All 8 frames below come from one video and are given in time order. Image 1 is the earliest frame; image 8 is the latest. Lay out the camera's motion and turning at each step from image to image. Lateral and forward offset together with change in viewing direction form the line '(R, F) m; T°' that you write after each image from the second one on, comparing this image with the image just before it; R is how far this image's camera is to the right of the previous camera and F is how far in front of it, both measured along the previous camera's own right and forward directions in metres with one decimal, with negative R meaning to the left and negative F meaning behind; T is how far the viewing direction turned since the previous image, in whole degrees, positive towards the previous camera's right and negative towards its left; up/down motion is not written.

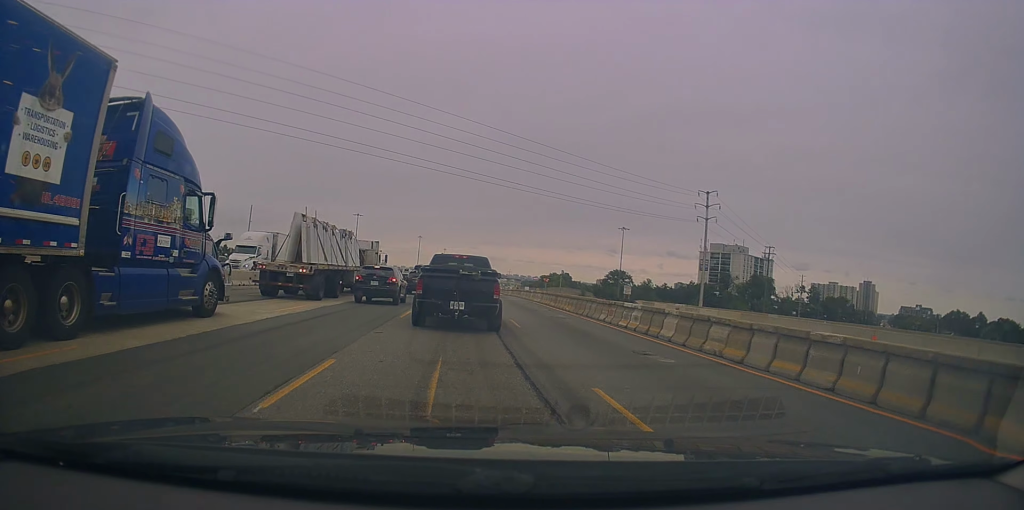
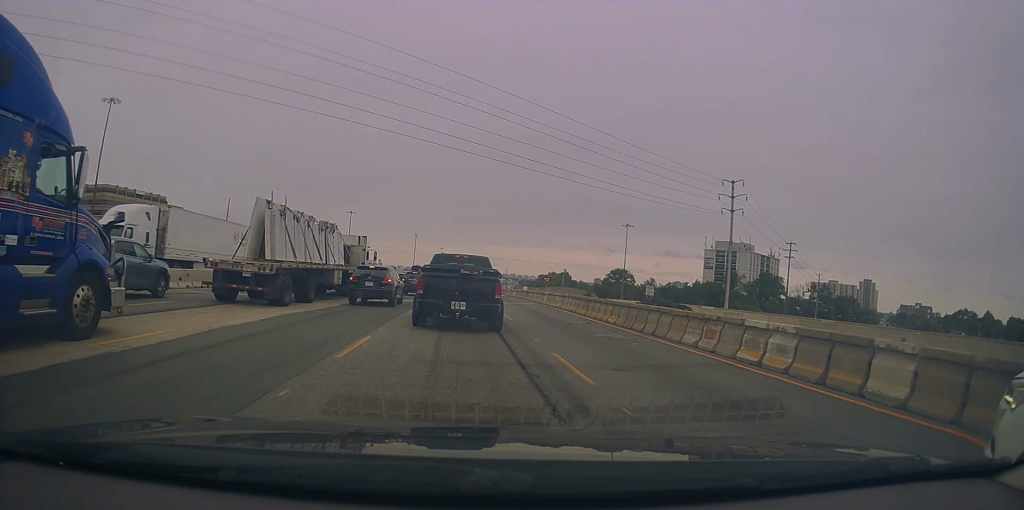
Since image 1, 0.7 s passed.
(-0.5, +8.8) m; +2°
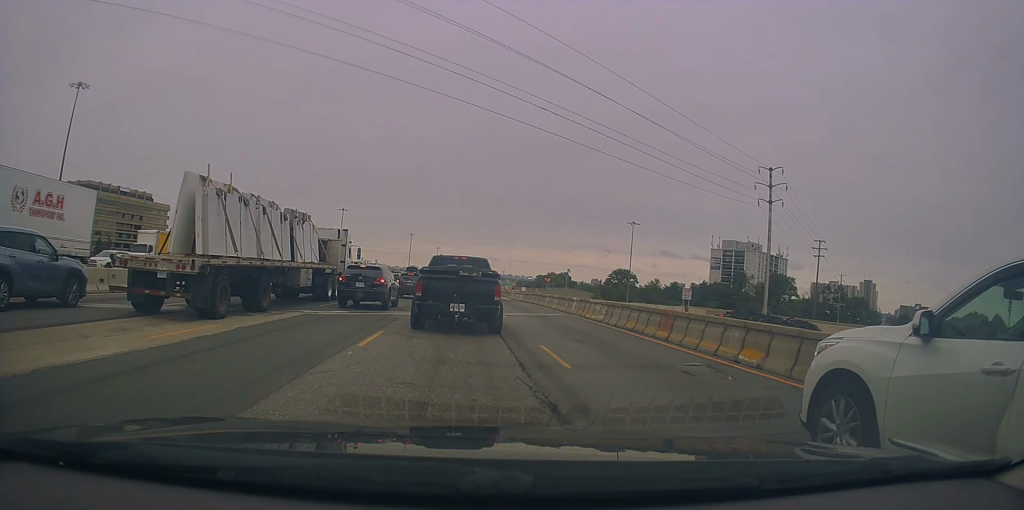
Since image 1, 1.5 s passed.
(+0.9, +10.1) m; +4°
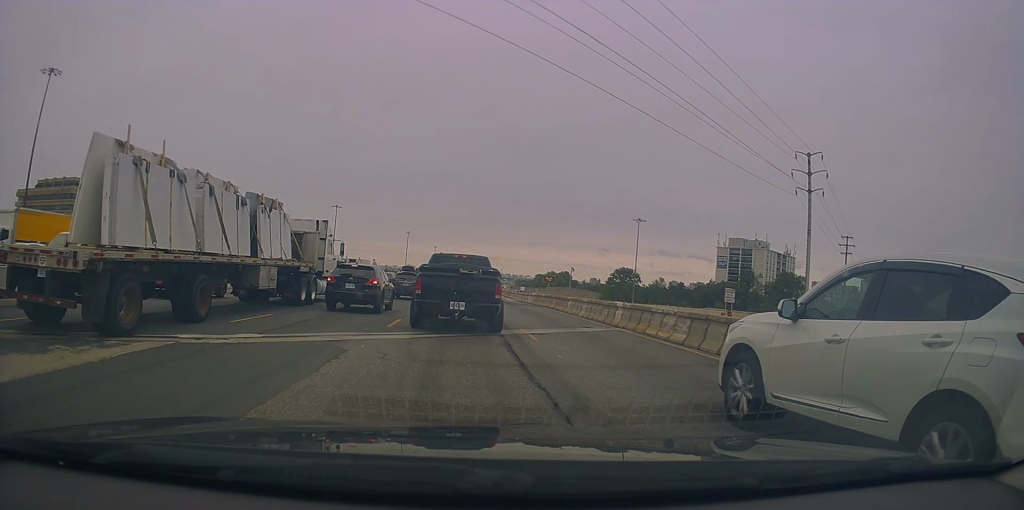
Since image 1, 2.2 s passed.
(+0.1, +8.2) m; -1°
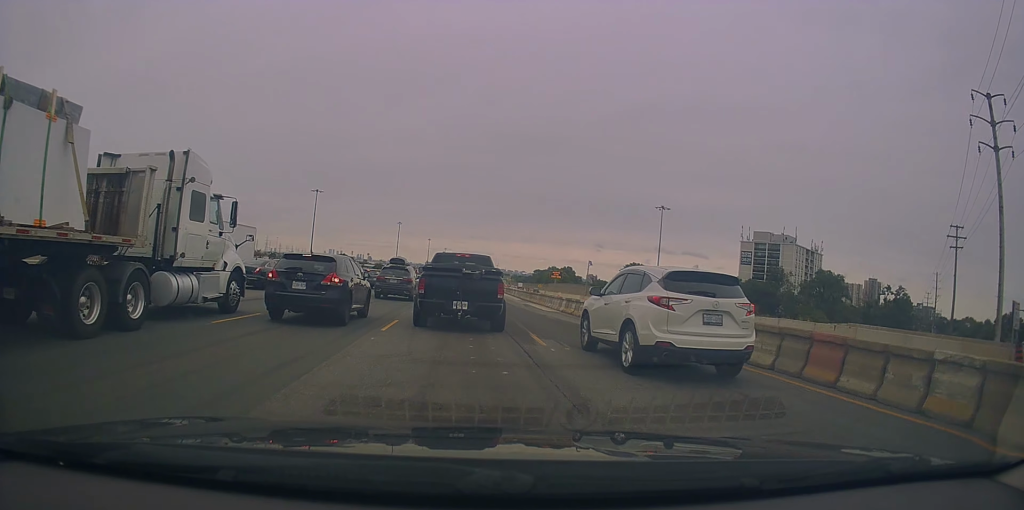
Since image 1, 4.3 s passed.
(-1.1, +25.1) m; -3°
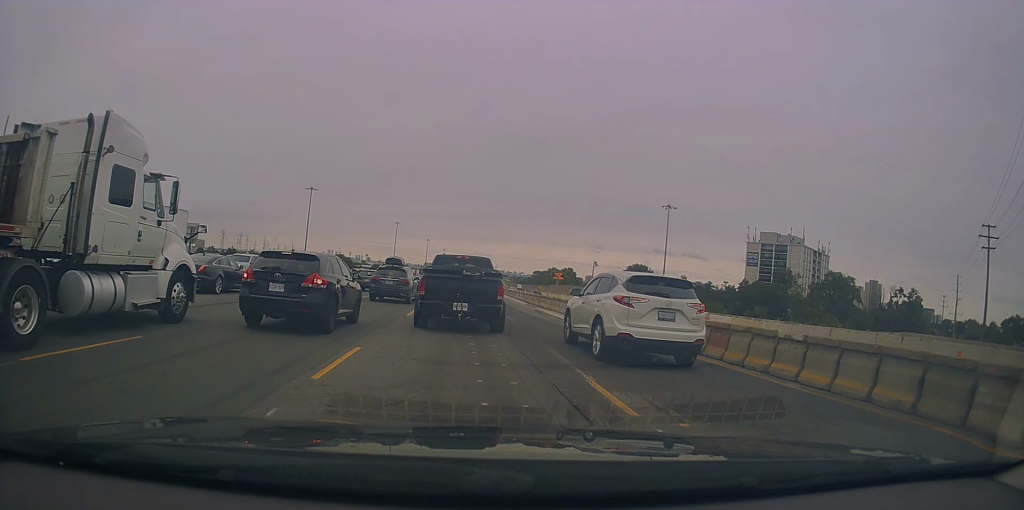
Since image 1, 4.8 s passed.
(0.0, +6.0) m; 0°
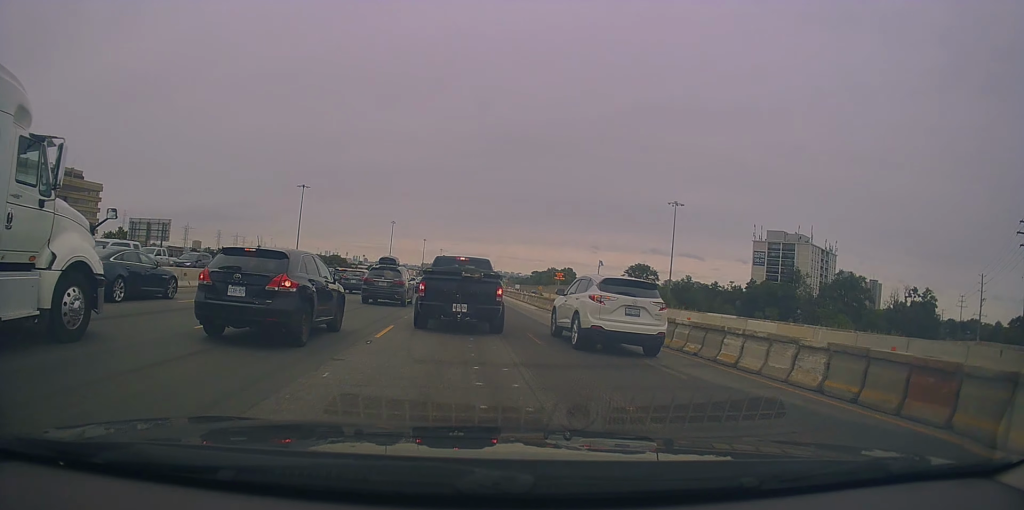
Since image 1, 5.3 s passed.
(0.0, +6.9) m; +3°
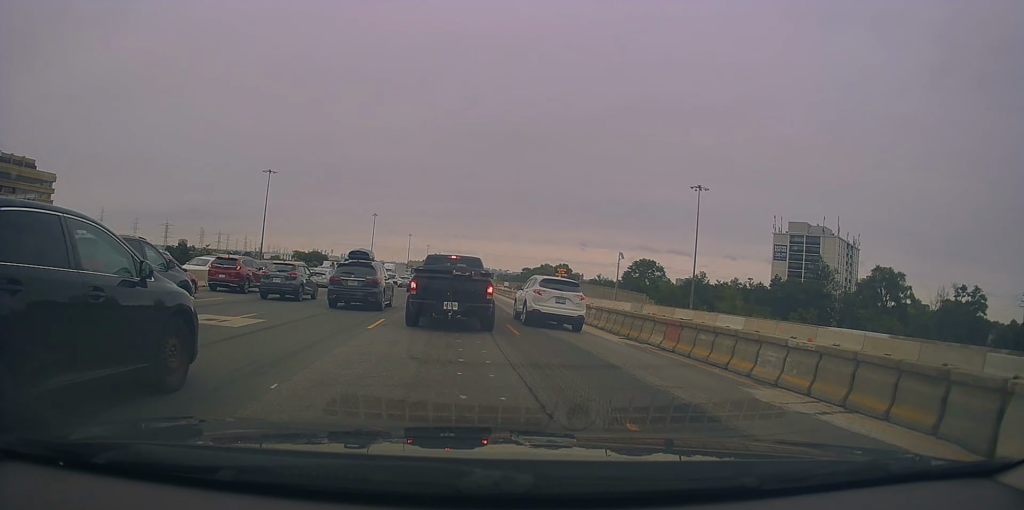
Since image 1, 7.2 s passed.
(+0.9, +22.2) m; +1°
